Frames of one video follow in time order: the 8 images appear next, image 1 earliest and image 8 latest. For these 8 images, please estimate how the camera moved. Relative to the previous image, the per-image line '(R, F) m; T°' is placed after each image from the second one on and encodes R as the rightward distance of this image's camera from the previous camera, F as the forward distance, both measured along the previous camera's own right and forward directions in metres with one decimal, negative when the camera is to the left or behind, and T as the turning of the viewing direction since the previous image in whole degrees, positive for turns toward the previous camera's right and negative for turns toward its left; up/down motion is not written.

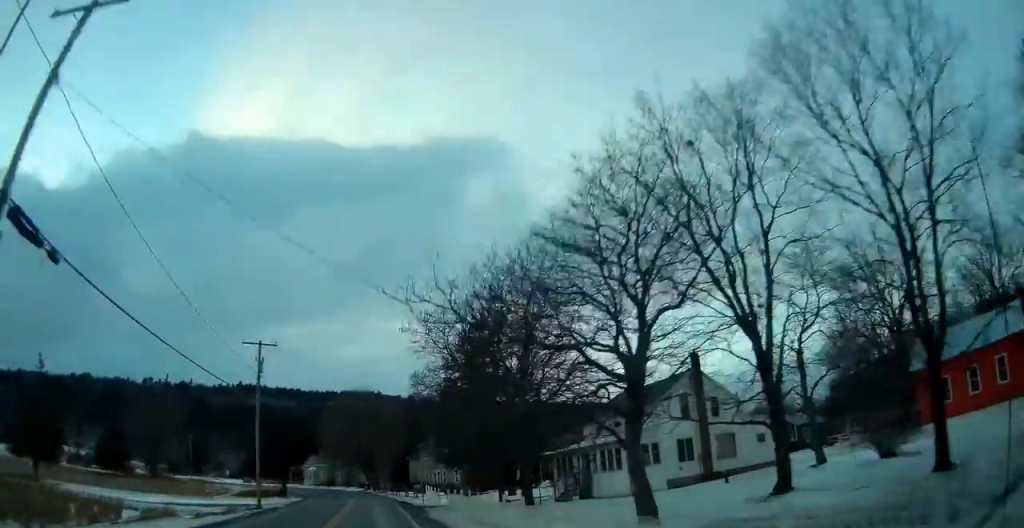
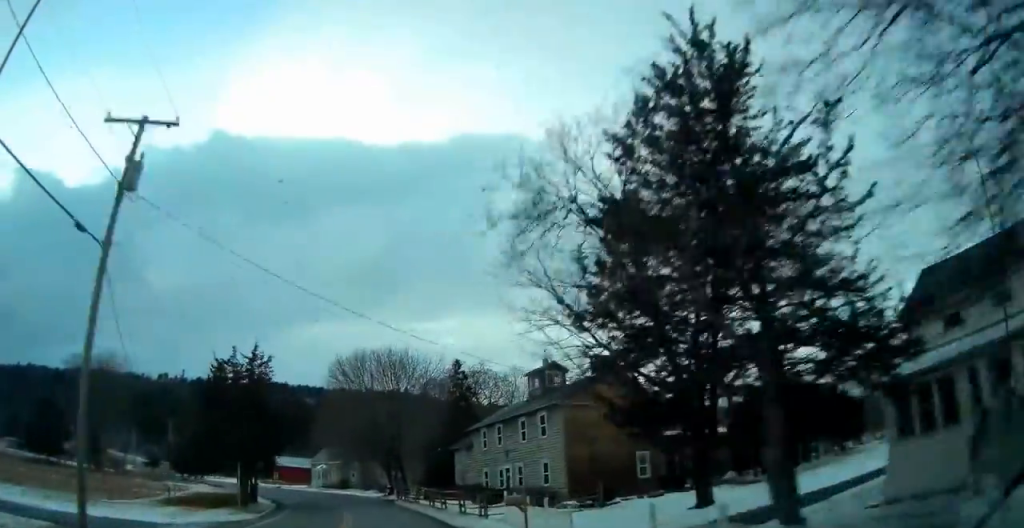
(0.0, +25.0) m; -1°
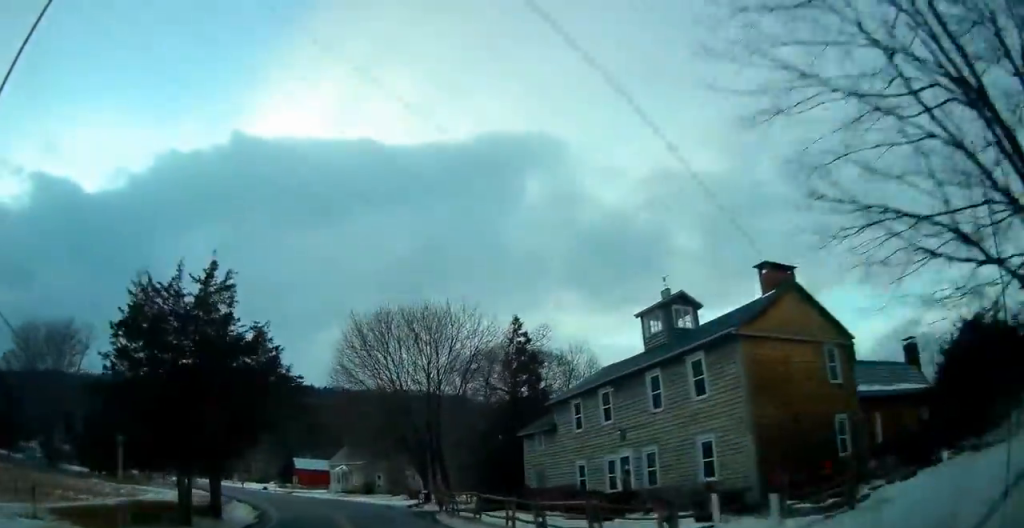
(-0.2, +14.8) m; -4°
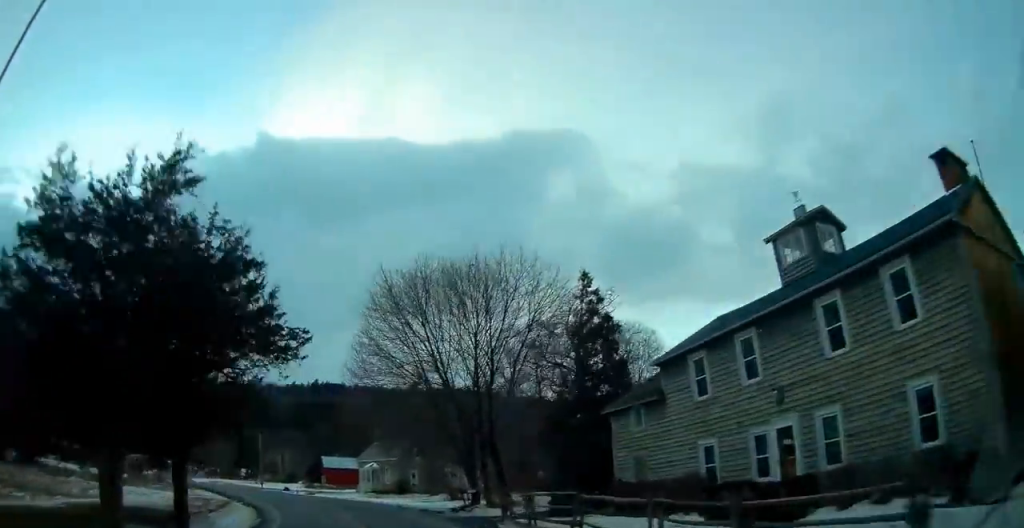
(+0.1, +8.2) m; -3°
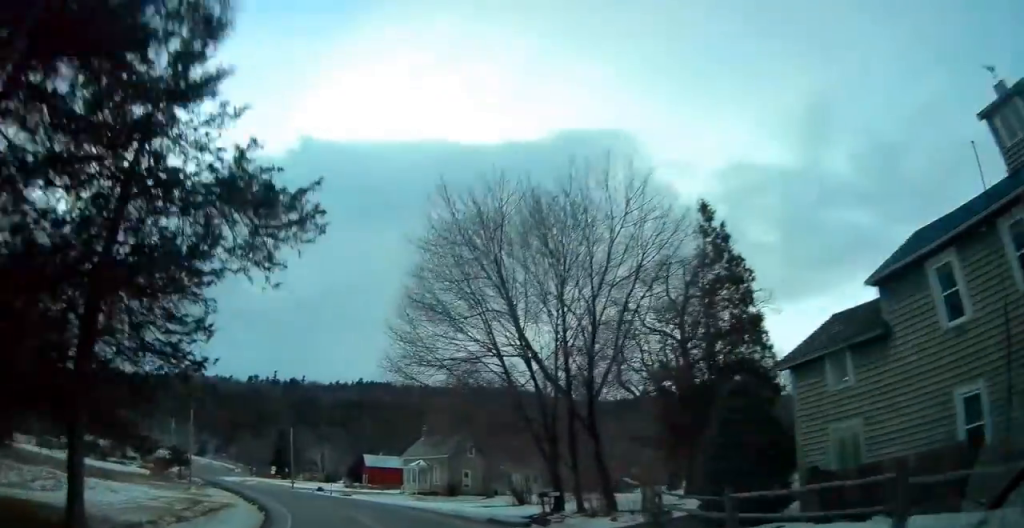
(-0.6, +8.8) m; -4°
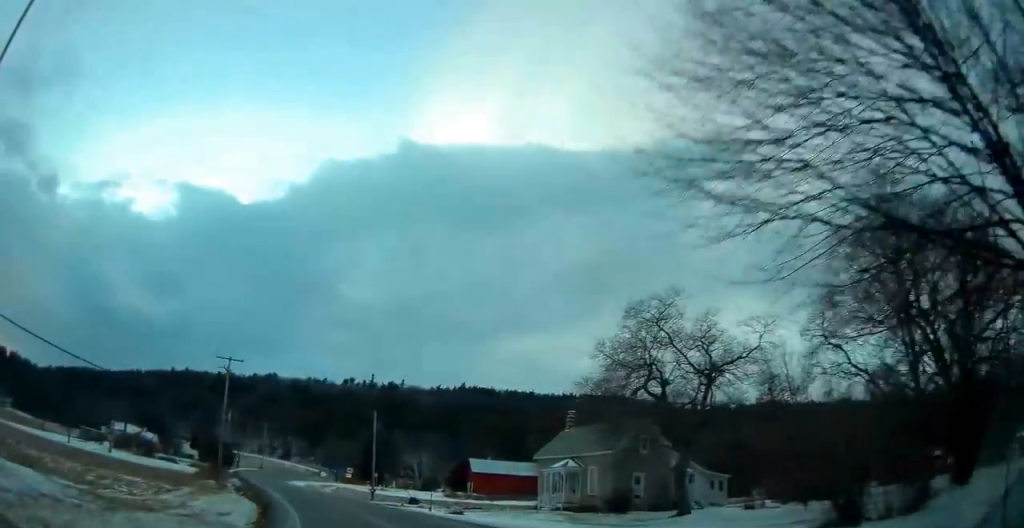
(-1.9, +21.8) m; -9°
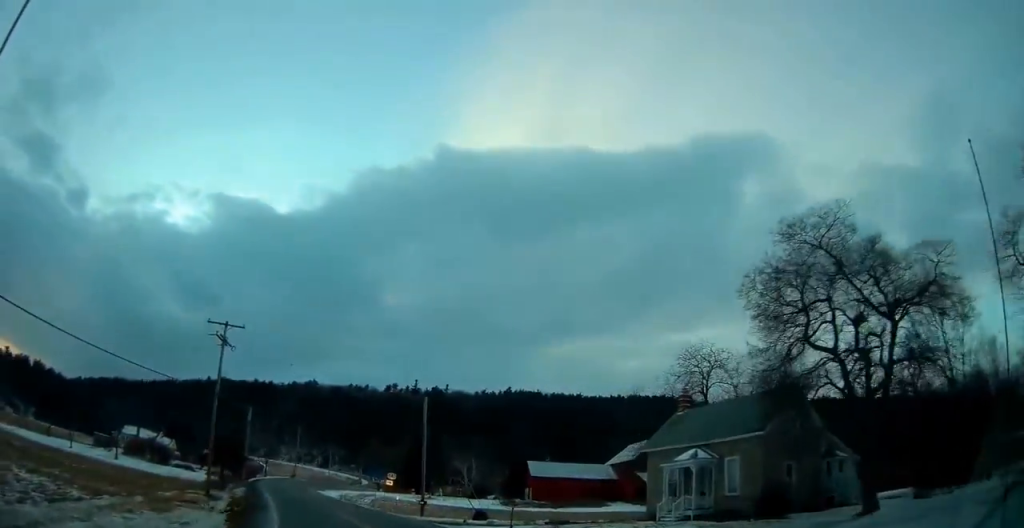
(-0.6, +13.2) m; -5°
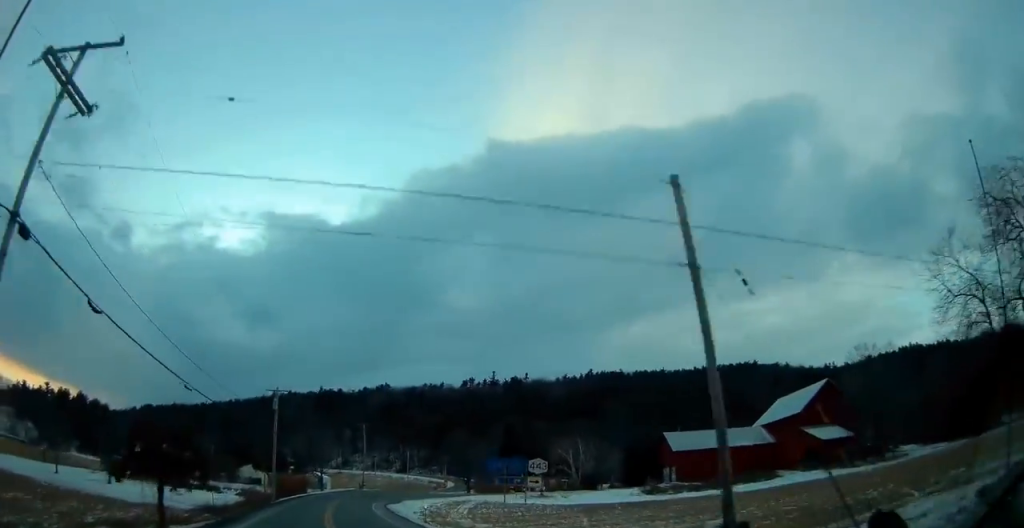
(-1.9, +26.3) m; -9°
